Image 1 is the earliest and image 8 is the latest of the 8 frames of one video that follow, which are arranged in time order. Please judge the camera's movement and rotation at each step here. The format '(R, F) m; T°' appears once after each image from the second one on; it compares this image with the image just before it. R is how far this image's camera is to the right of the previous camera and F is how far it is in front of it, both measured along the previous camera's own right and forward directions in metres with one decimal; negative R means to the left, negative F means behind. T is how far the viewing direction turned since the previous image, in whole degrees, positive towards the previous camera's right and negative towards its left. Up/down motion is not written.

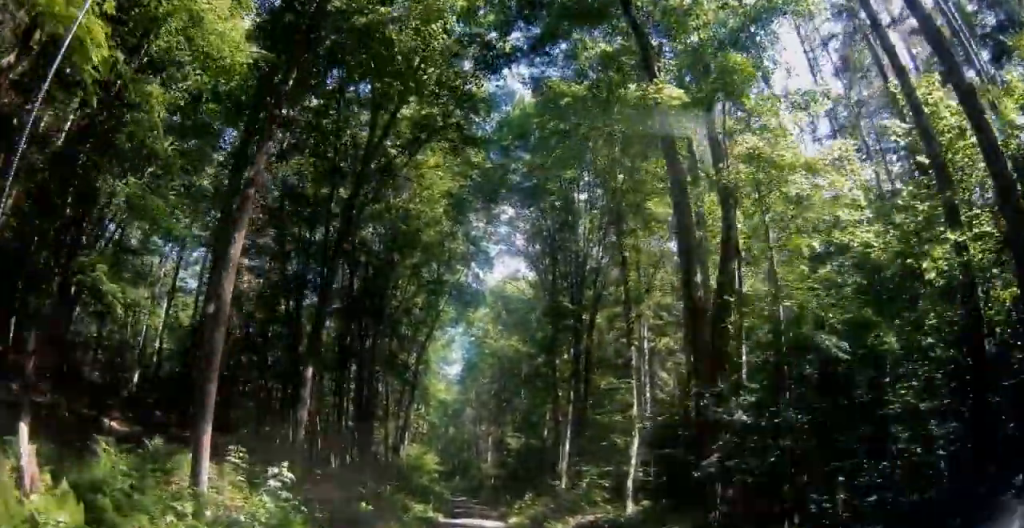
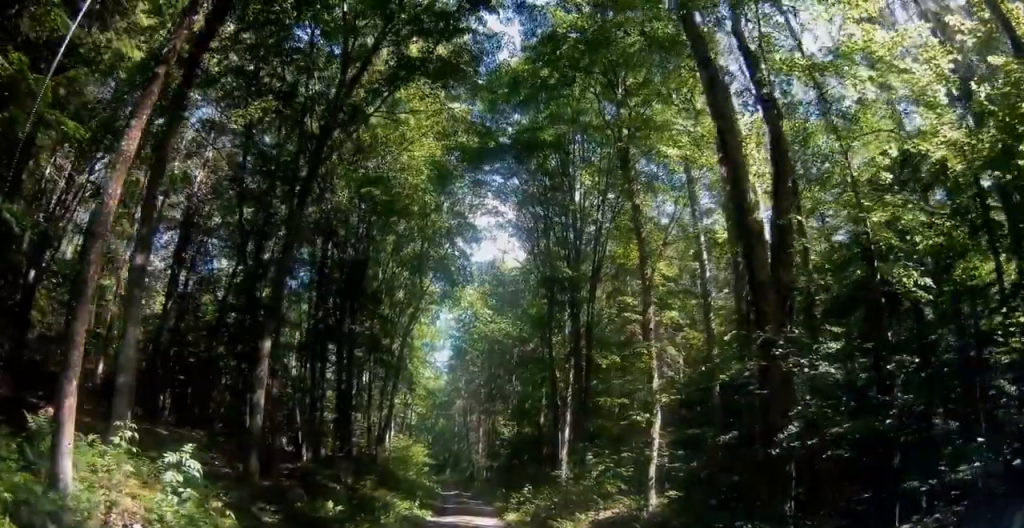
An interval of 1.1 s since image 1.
(-0.1, +3.3) m; 0°
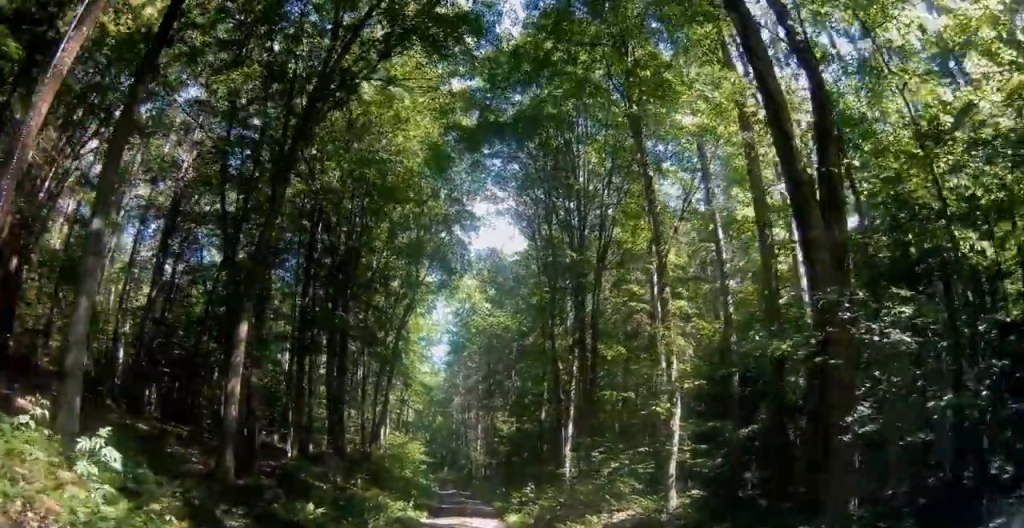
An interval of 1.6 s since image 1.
(0.0, +1.1) m; +2°
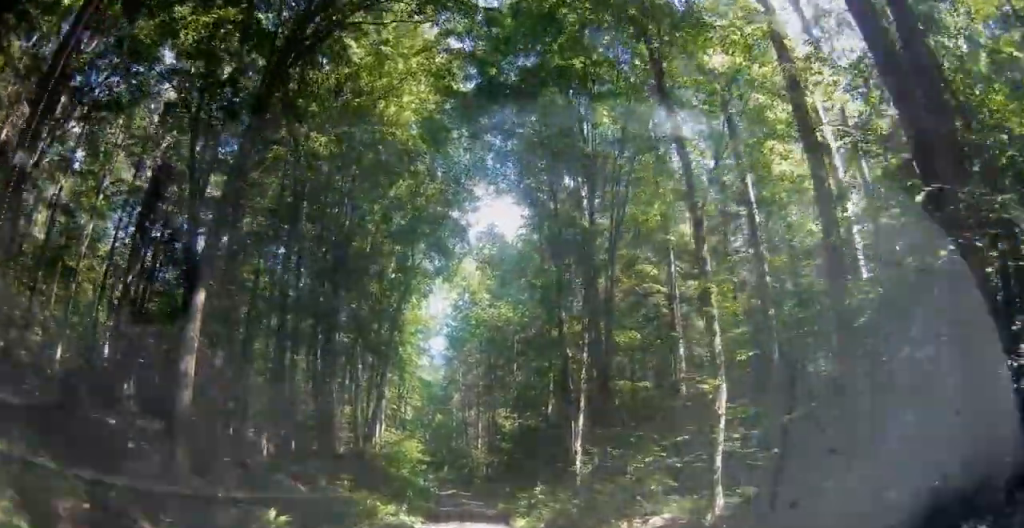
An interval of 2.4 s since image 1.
(+0.1, +1.8) m; +1°
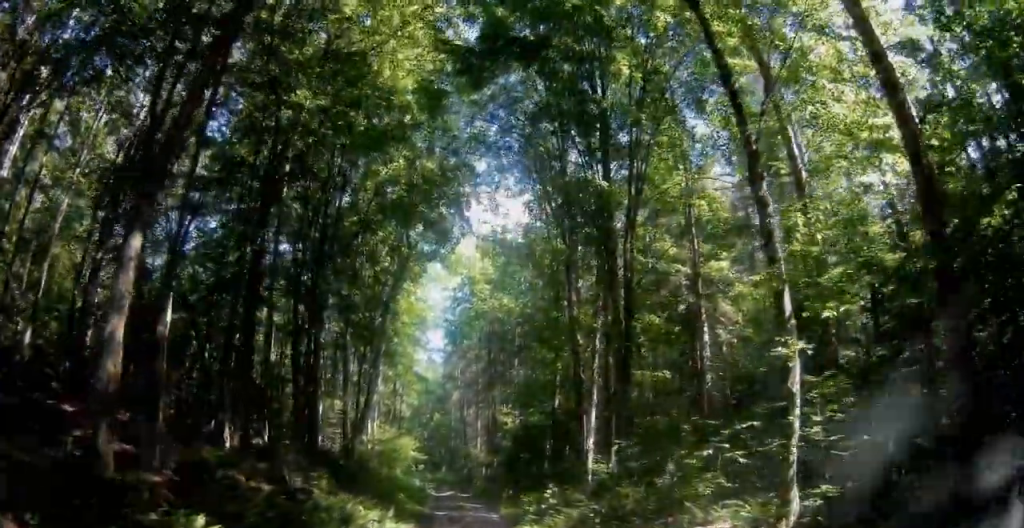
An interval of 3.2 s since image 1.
(0.0, +2.0) m; -2°
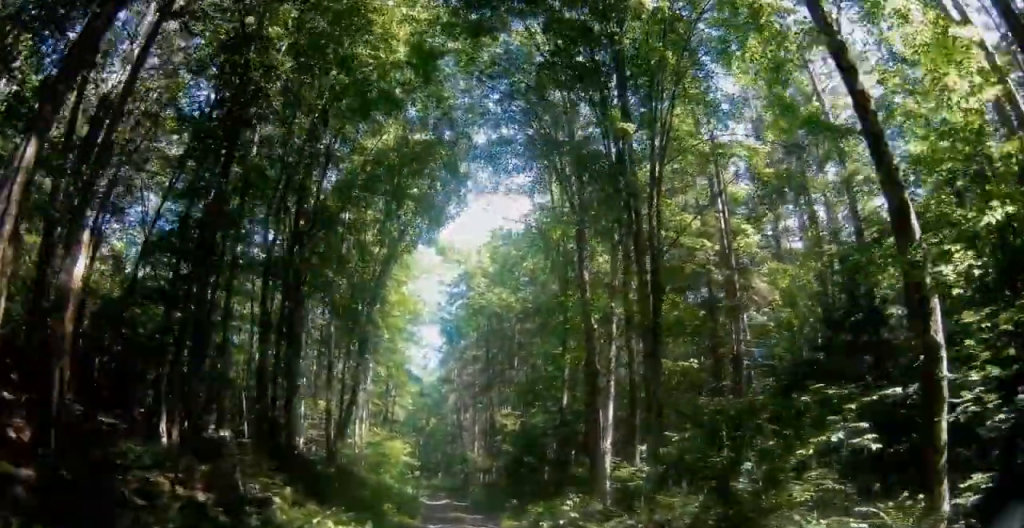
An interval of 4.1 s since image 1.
(-0.1, +2.2) m; -3°
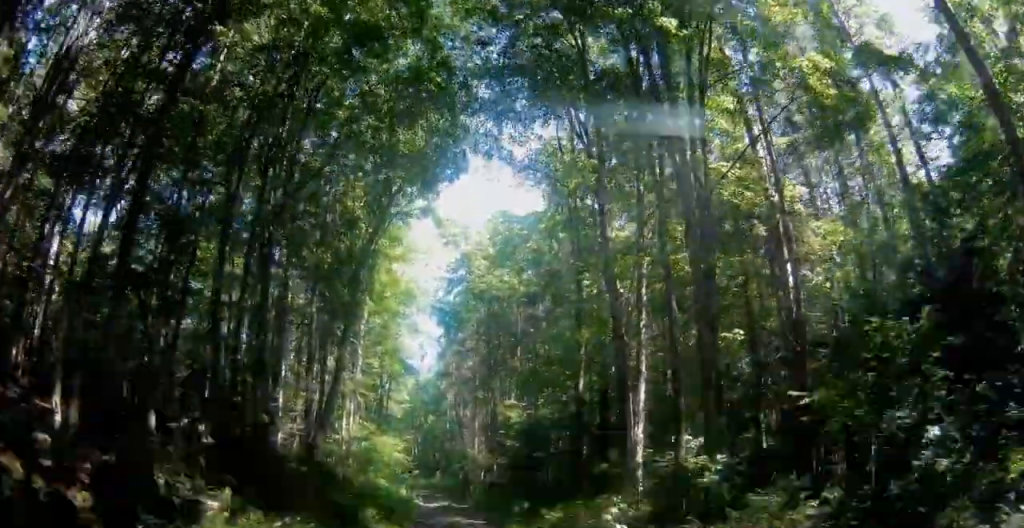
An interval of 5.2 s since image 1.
(0.0, +2.3) m; 0°
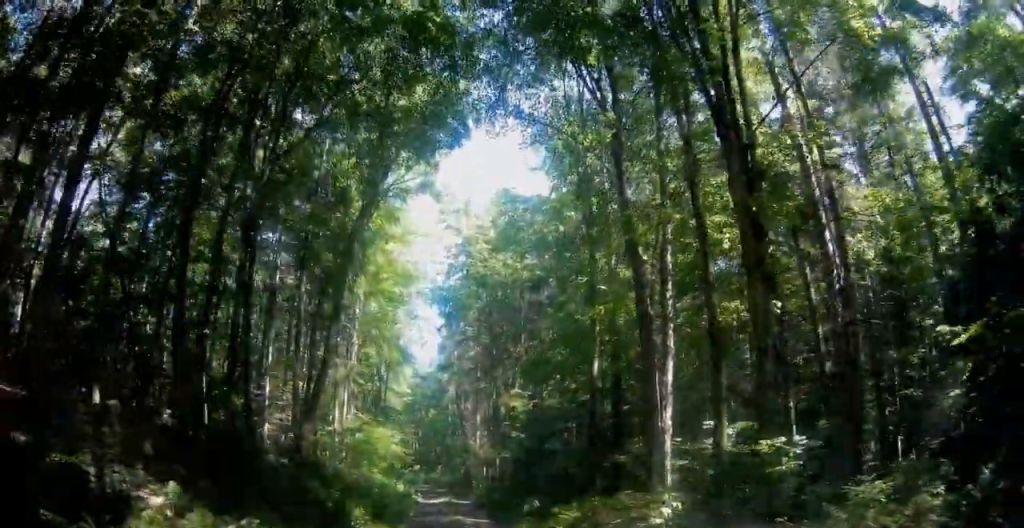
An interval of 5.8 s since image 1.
(0.0, +1.8) m; 0°
